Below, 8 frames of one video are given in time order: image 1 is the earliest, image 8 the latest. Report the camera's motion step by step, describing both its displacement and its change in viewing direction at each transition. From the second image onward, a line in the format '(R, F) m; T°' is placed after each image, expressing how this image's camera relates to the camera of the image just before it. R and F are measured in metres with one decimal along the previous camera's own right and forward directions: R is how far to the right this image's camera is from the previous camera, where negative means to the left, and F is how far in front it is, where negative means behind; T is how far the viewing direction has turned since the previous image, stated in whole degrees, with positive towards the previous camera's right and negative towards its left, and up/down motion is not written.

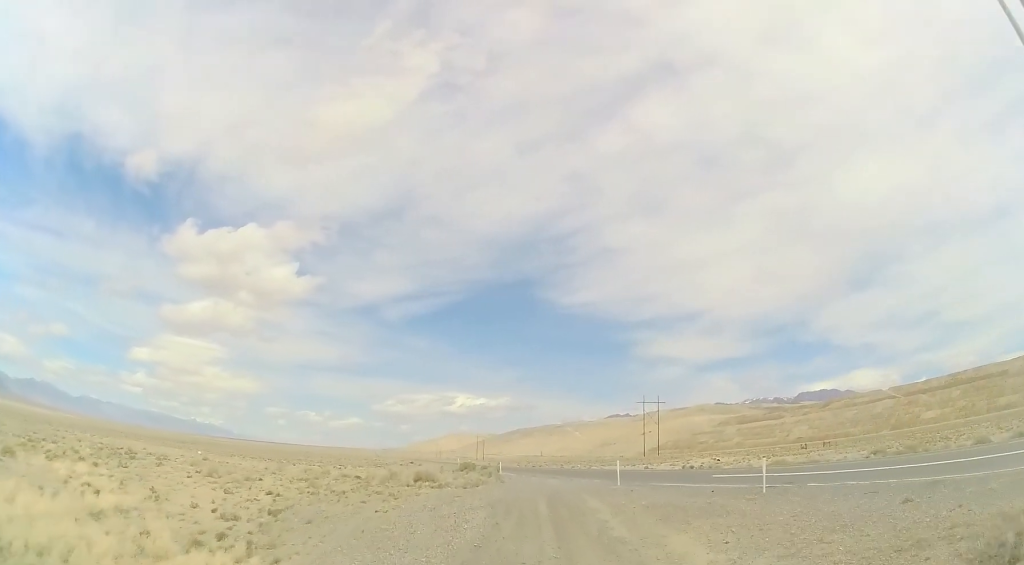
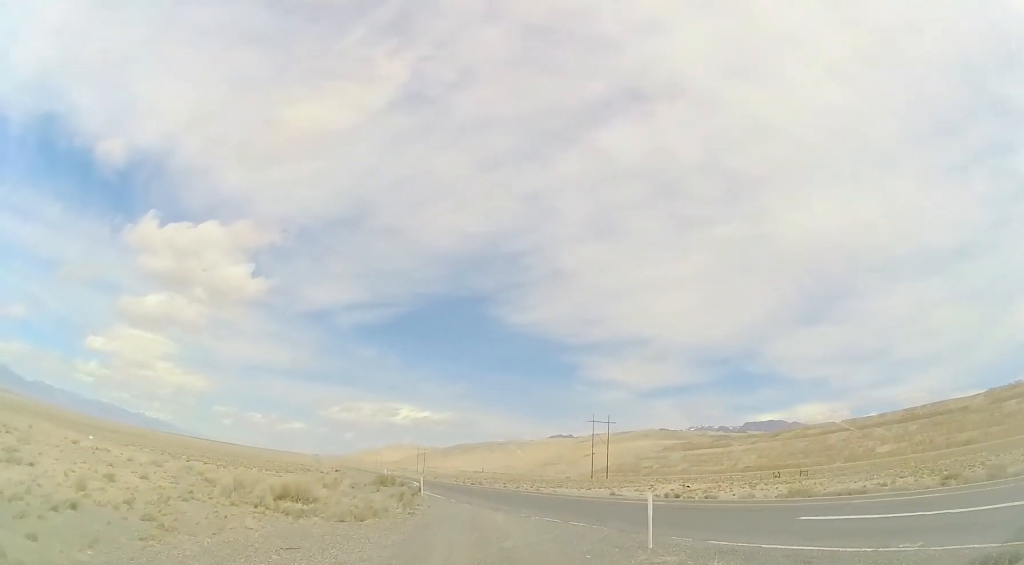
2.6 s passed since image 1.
(+0.8, +12.8) m; +4°
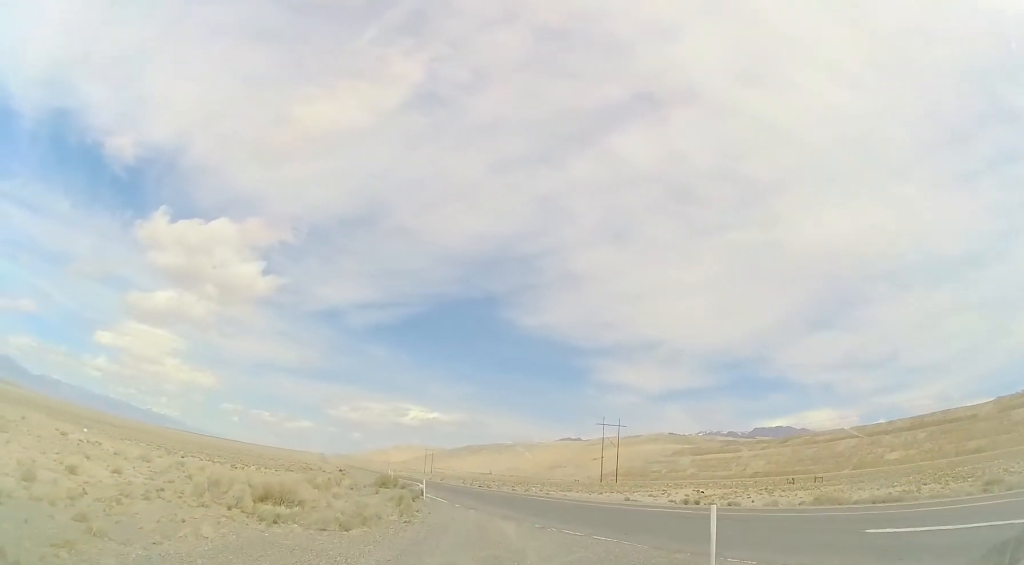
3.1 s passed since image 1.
(-0.3, +2.7) m; -2°
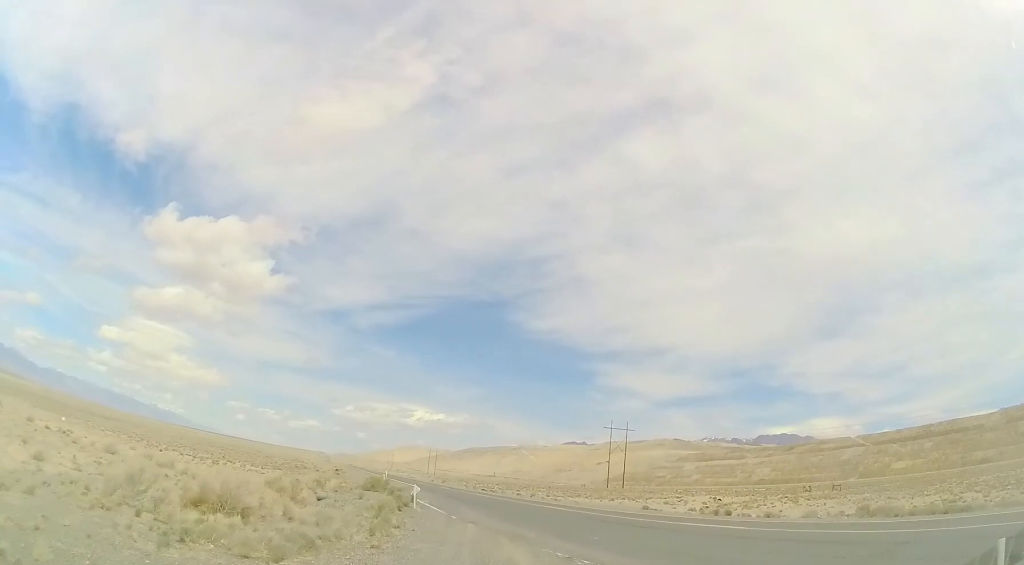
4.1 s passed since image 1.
(-0.1, +4.9) m; +1°
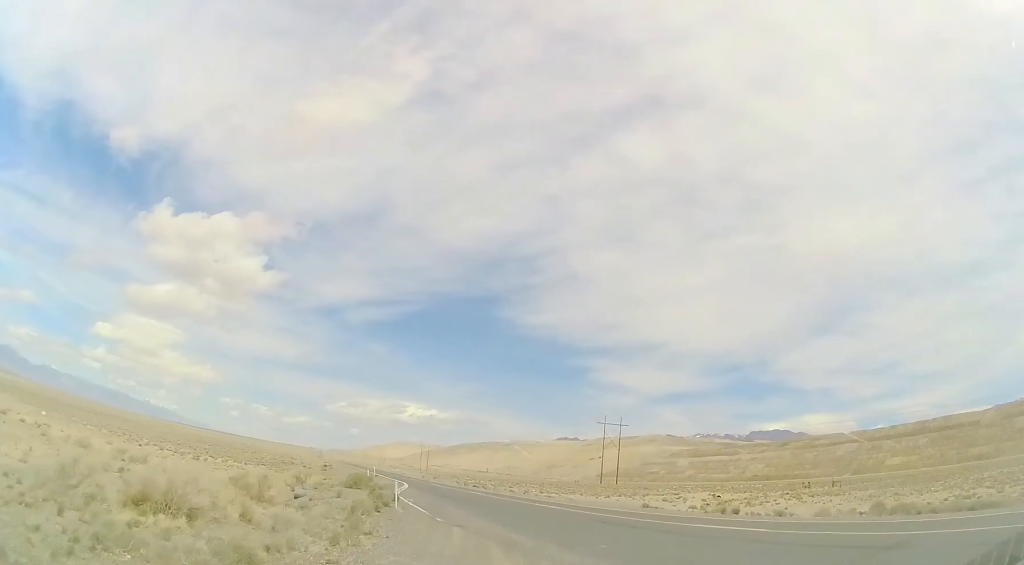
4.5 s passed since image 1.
(+0.1, +2.2) m; +2°
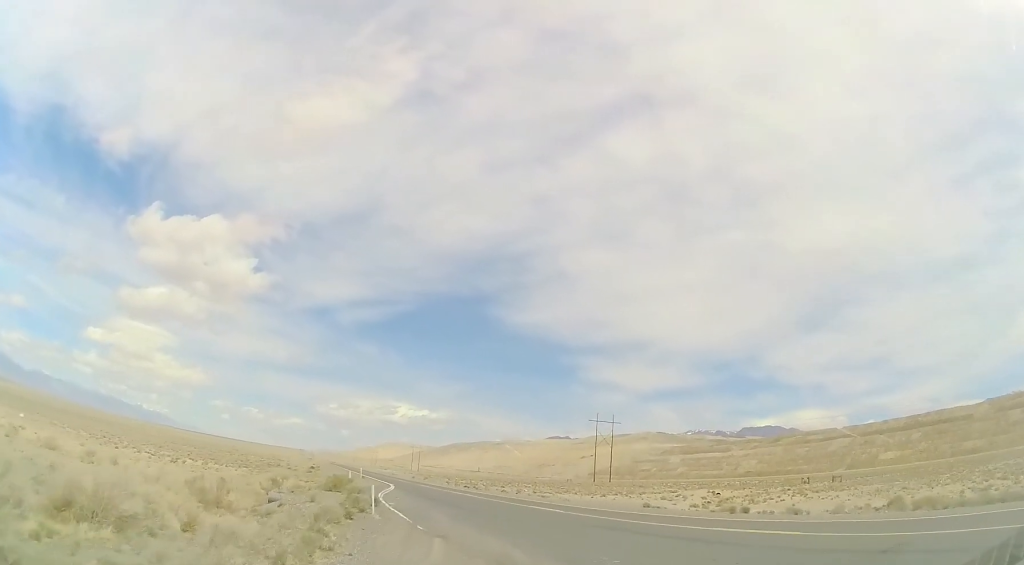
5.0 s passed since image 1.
(0.0, +2.4) m; +1°
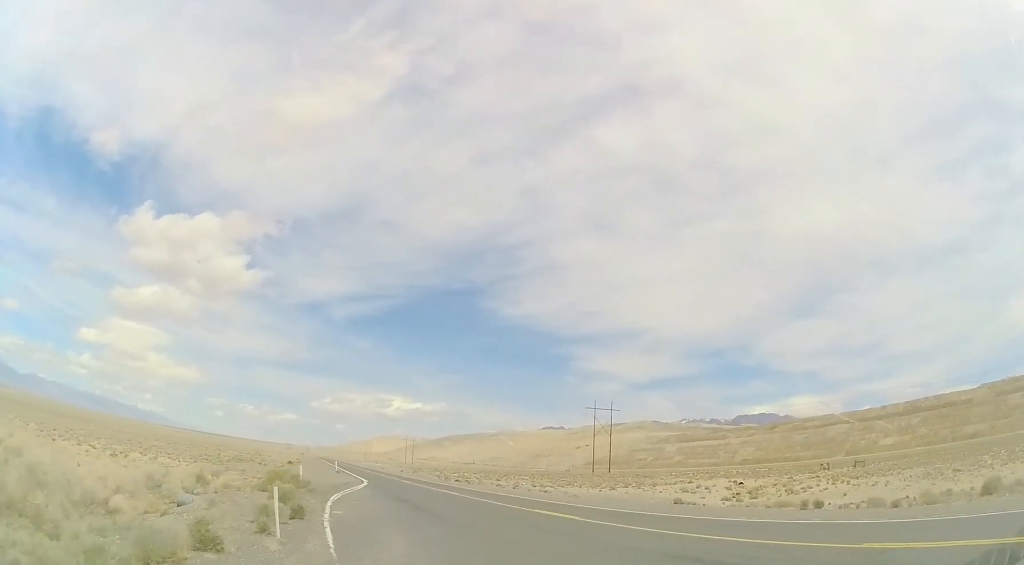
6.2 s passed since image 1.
(+0.3, +7.4) m; +1°
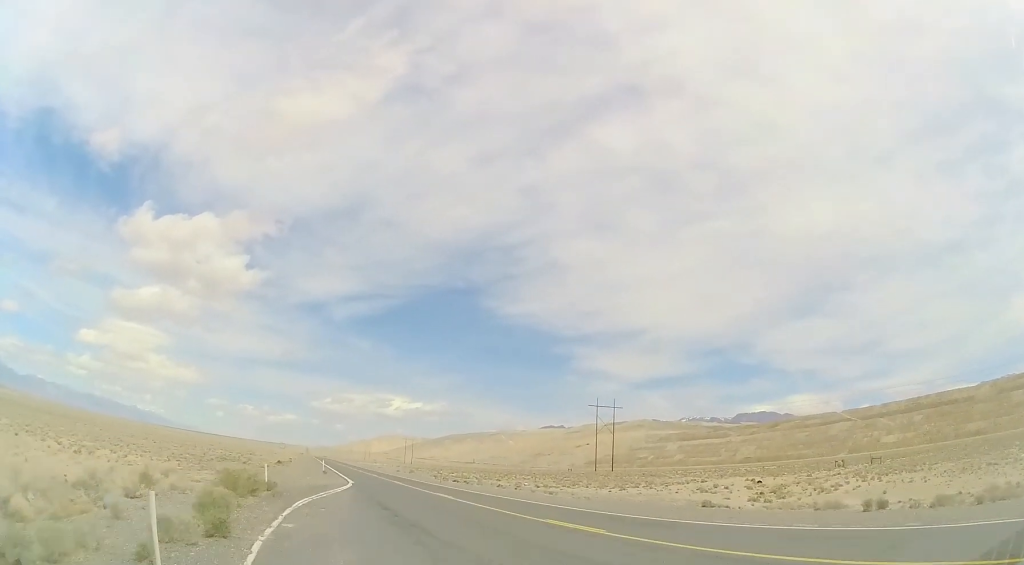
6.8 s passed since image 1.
(0.0, +4.0) m; -2°
